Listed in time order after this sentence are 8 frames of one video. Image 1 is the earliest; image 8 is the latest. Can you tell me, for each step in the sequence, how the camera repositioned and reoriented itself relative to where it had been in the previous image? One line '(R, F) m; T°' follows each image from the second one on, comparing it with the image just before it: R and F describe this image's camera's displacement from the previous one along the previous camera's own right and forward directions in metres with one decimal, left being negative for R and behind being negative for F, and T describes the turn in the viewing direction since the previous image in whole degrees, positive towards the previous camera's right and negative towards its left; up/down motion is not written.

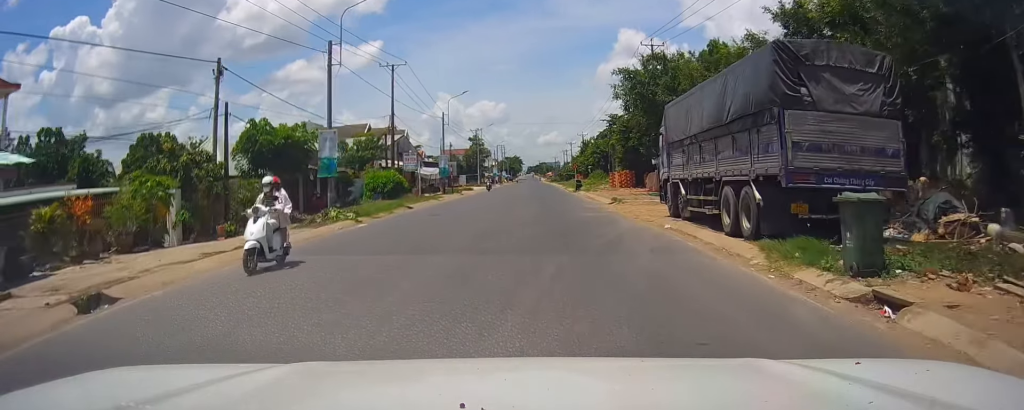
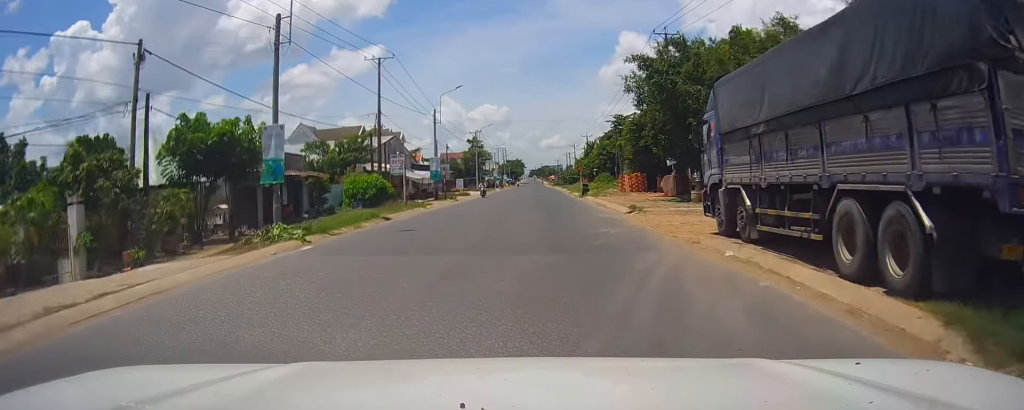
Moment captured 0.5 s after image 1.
(-0.1, +5.5) m; 0°
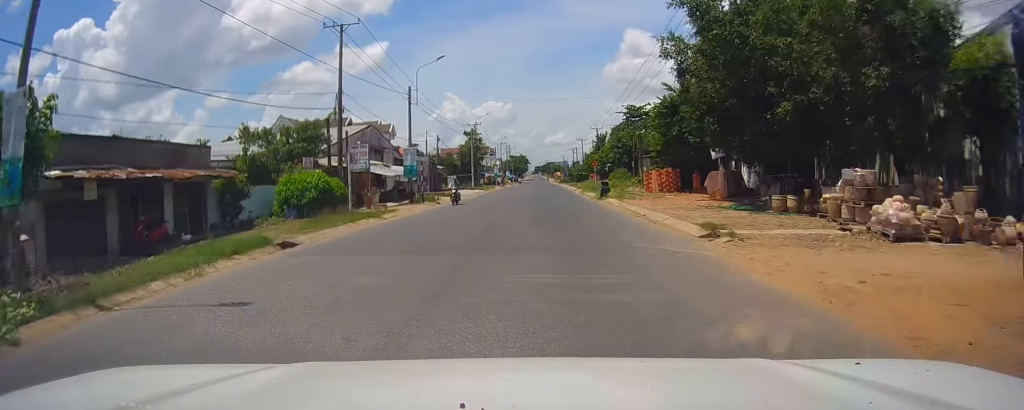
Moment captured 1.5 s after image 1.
(0.0, +12.1) m; 0°
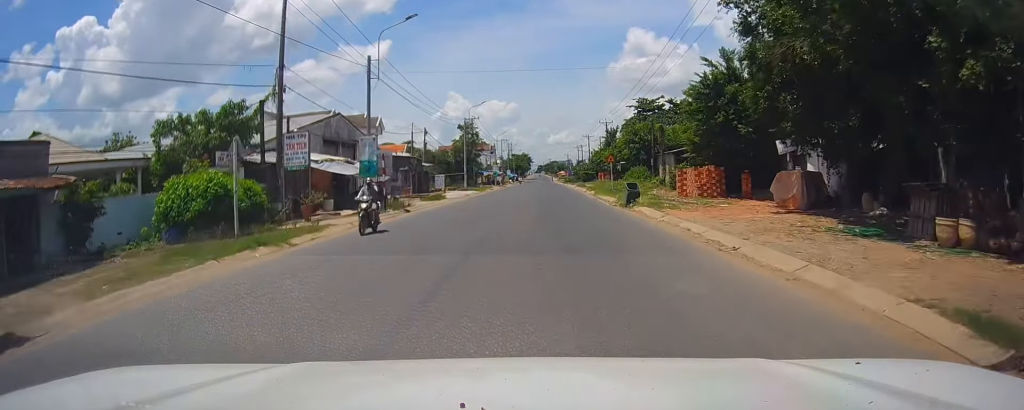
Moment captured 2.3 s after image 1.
(+0.1, +10.3) m; 0°
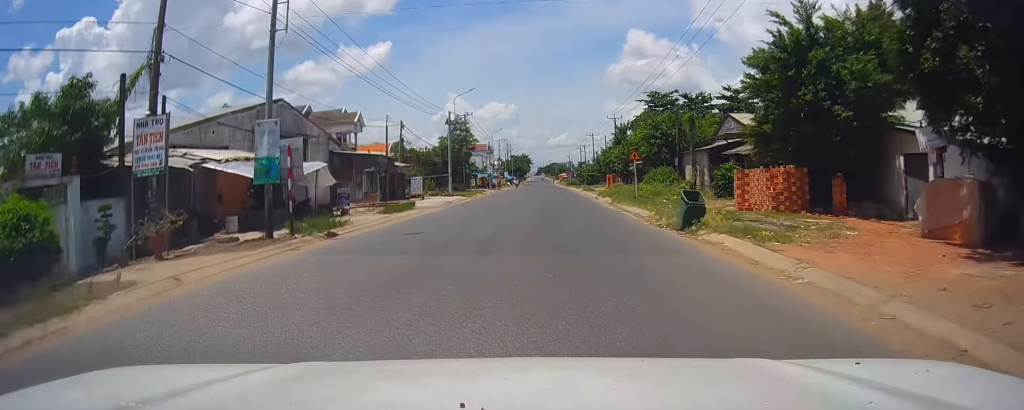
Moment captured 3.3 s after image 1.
(0.0, +11.4) m; -1°
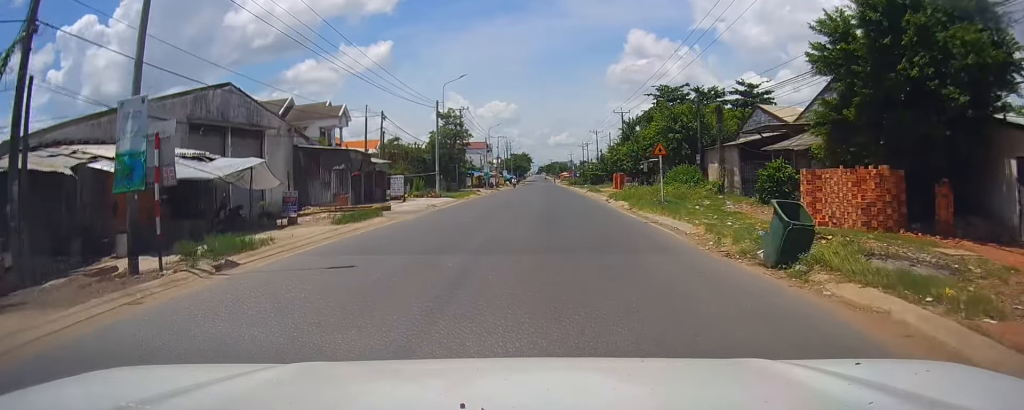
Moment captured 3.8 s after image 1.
(+0.1, +7.0) m; -2°
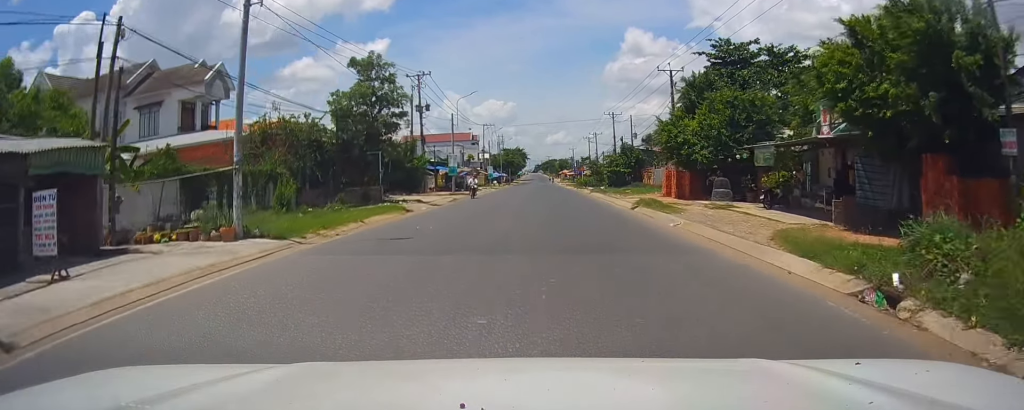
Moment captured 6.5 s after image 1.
(0.0, +32.1) m; +1°
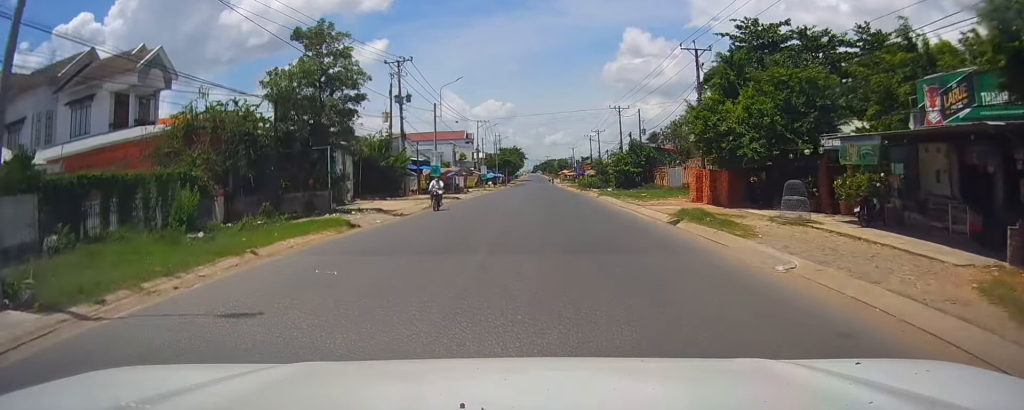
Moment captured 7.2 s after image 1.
(-0.1, +8.7) m; -1°
